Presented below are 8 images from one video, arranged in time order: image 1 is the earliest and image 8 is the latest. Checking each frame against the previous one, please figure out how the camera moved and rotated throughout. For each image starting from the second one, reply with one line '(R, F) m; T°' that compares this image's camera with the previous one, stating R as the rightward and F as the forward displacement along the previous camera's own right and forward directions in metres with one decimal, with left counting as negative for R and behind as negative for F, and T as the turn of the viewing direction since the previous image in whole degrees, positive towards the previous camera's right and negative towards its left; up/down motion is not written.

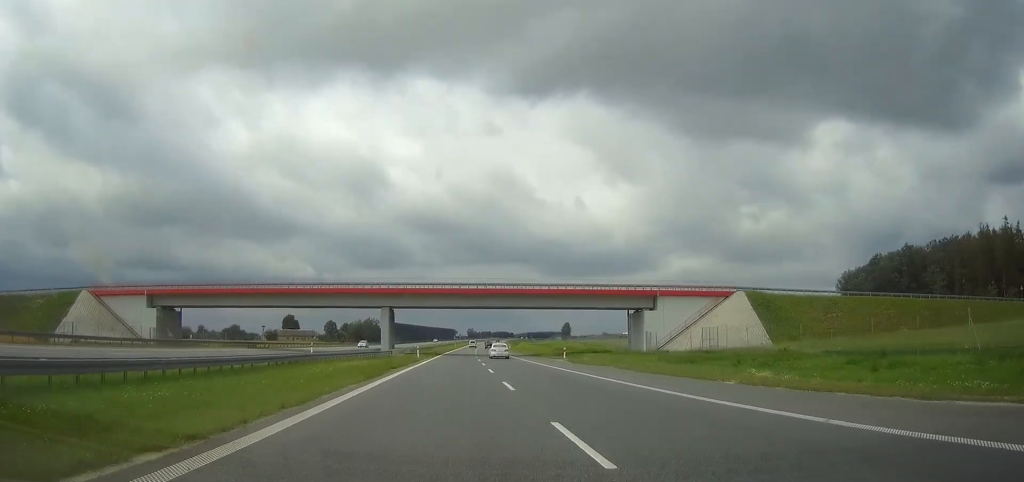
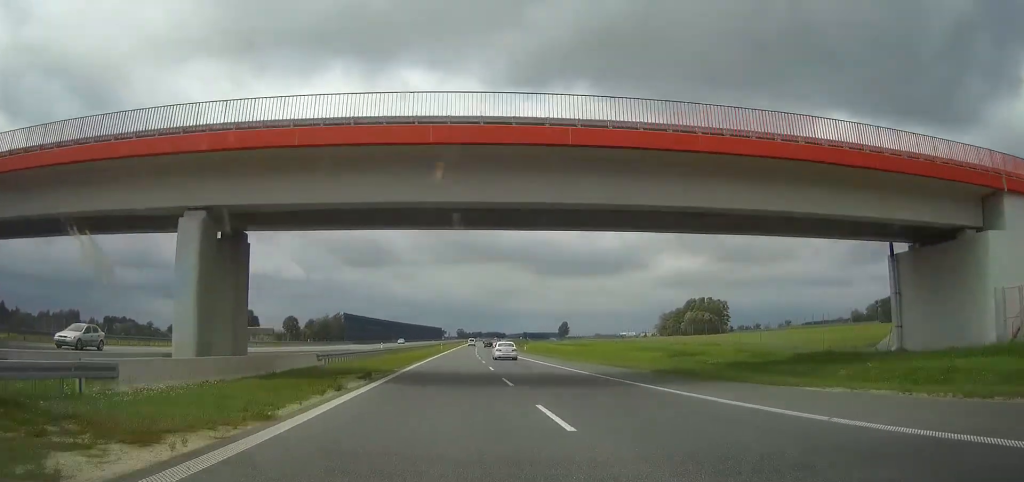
(+0.2, +57.8) m; +1°
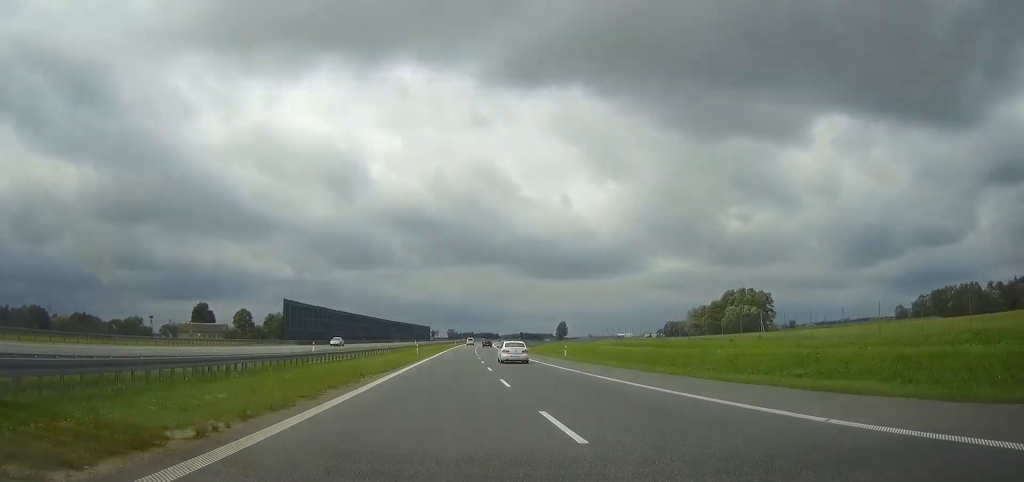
(+0.2, +48.3) m; +1°
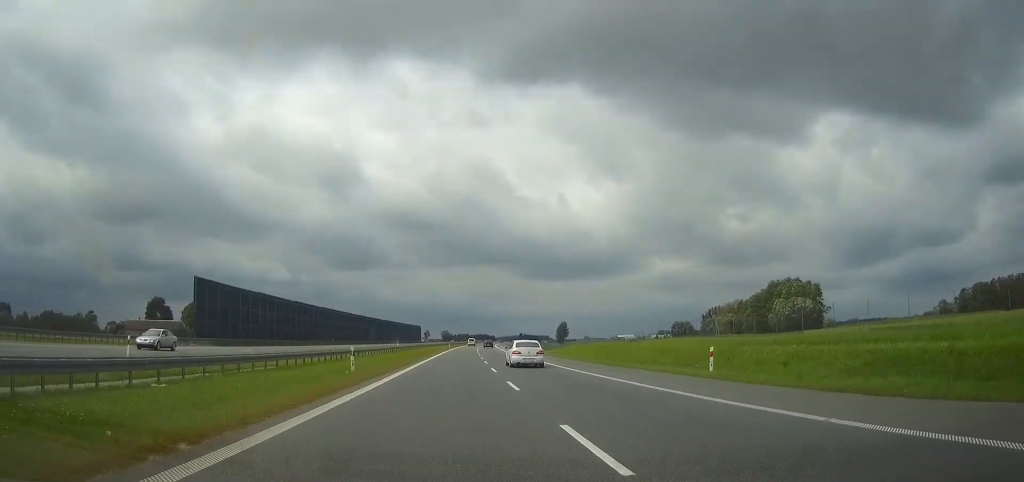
(+0.5, +37.3) m; +1°
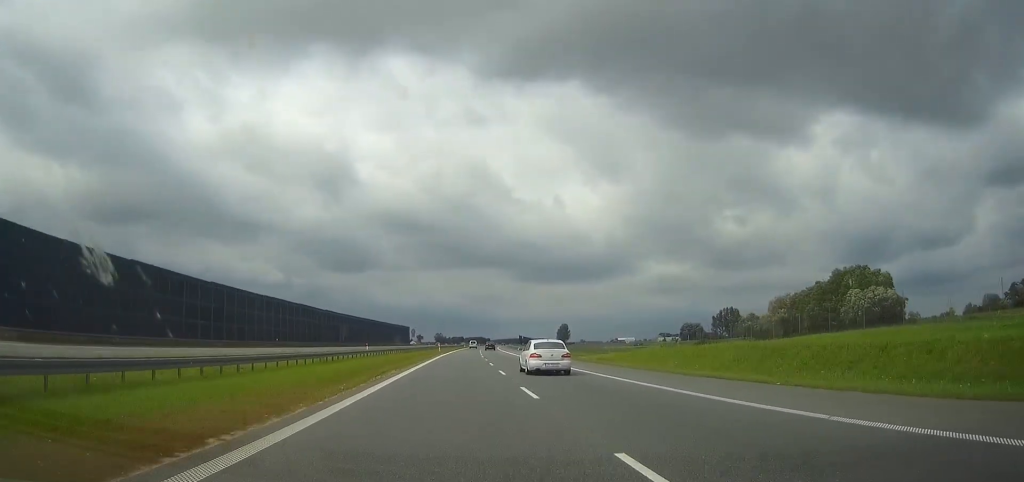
(+0.4, +38.8) m; 0°
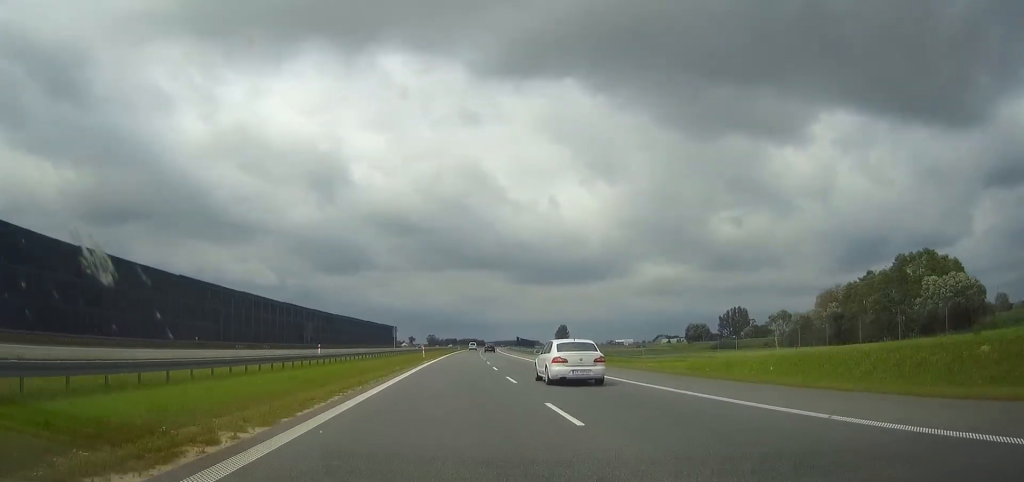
(0.0, +29.1) m; 0°
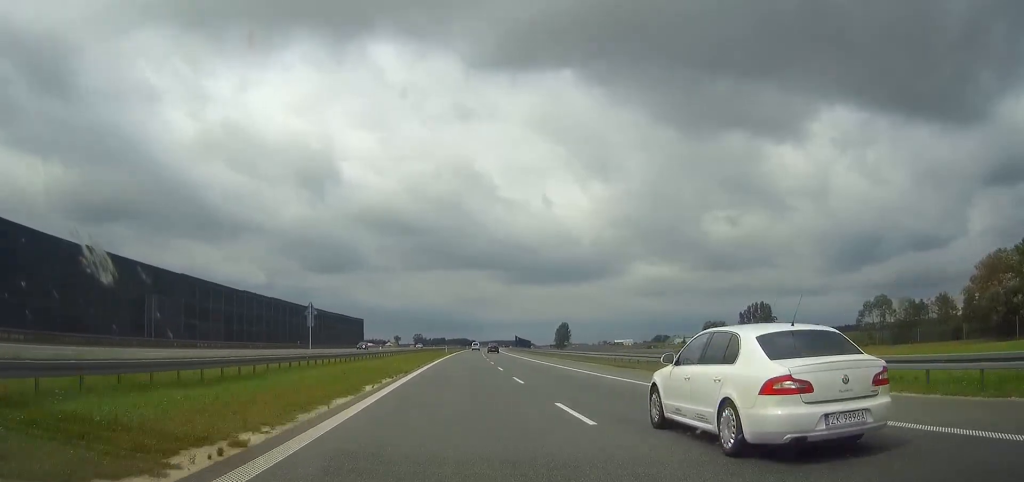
(0.0, +59.7) m; 0°
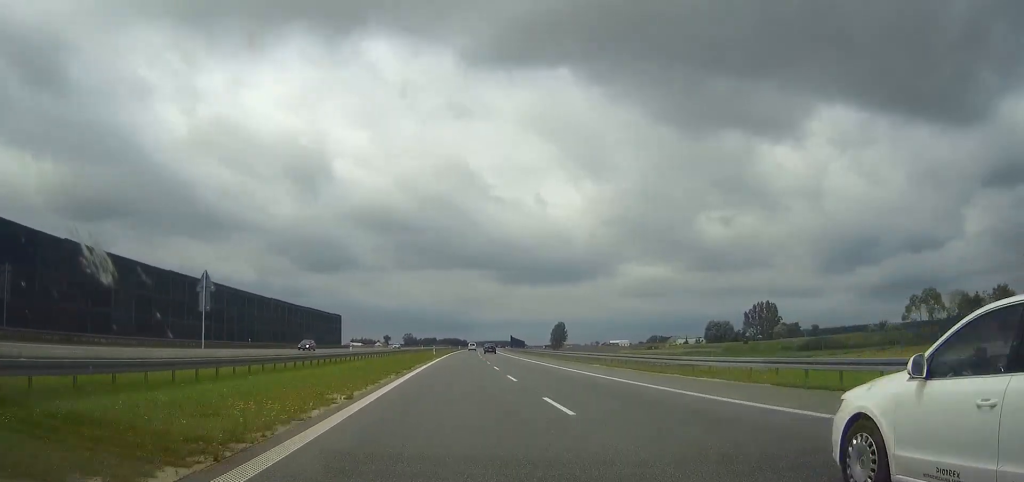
(0.0, +22.2) m; 0°
